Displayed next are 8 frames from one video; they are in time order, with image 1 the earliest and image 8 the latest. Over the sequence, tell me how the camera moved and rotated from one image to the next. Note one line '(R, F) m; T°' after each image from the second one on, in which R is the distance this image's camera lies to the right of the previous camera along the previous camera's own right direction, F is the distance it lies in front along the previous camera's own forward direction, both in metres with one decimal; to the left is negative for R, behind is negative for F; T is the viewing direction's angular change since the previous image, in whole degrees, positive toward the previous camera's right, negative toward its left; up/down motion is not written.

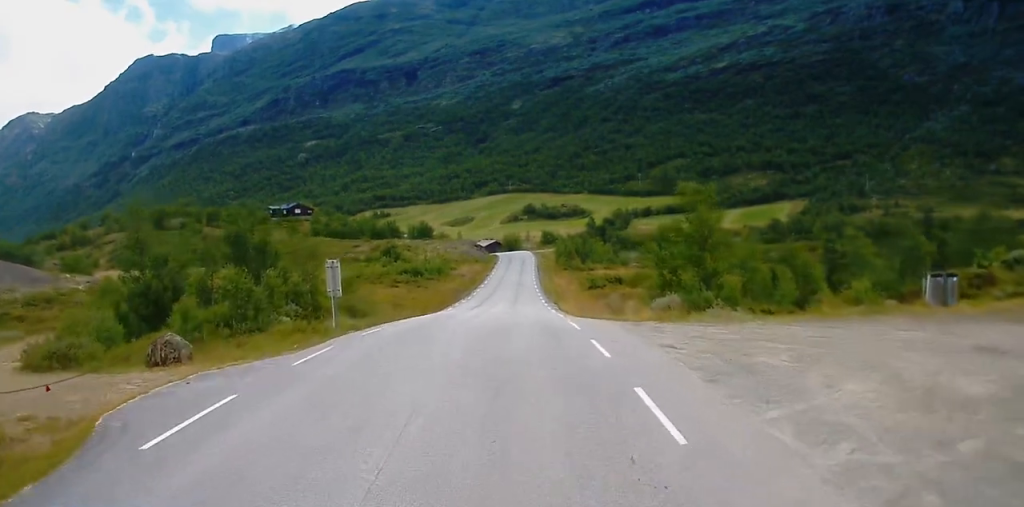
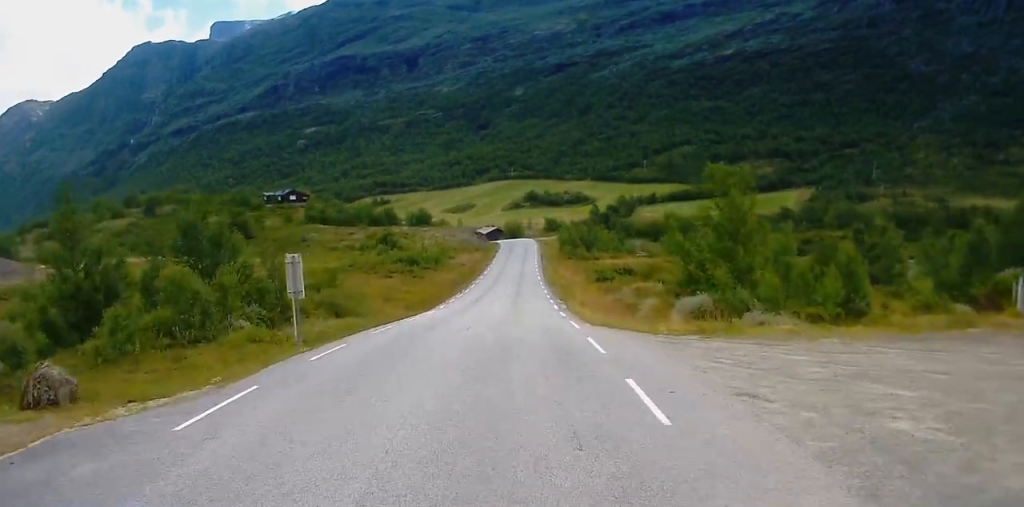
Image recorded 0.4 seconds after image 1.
(0.0, +5.3) m; -1°
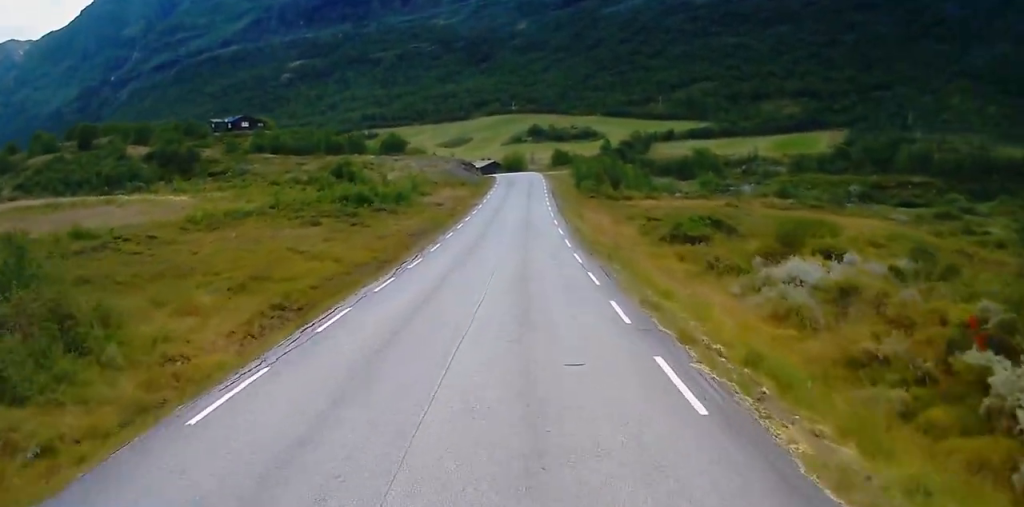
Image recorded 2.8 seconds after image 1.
(-0.3, +30.8) m; 0°
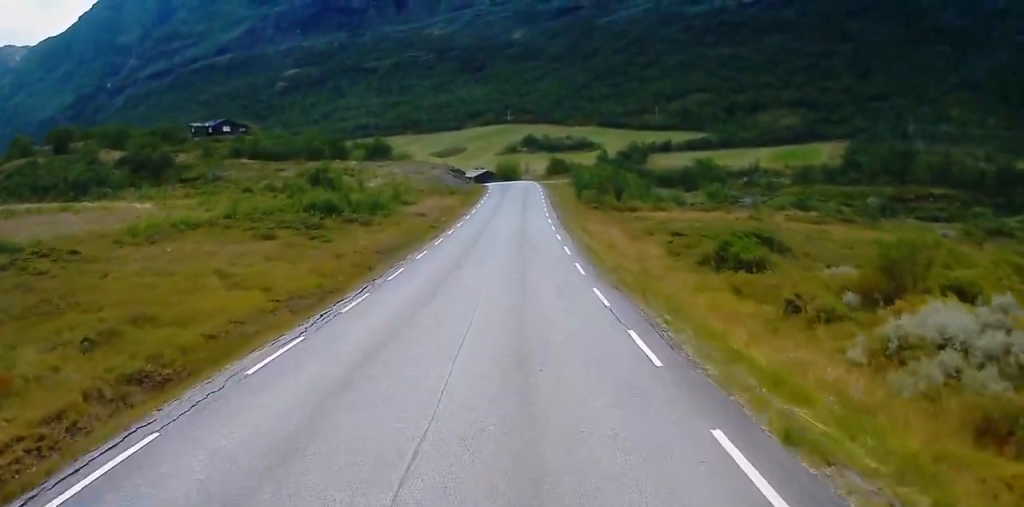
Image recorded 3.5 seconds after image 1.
(0.0, +9.6) m; +1°
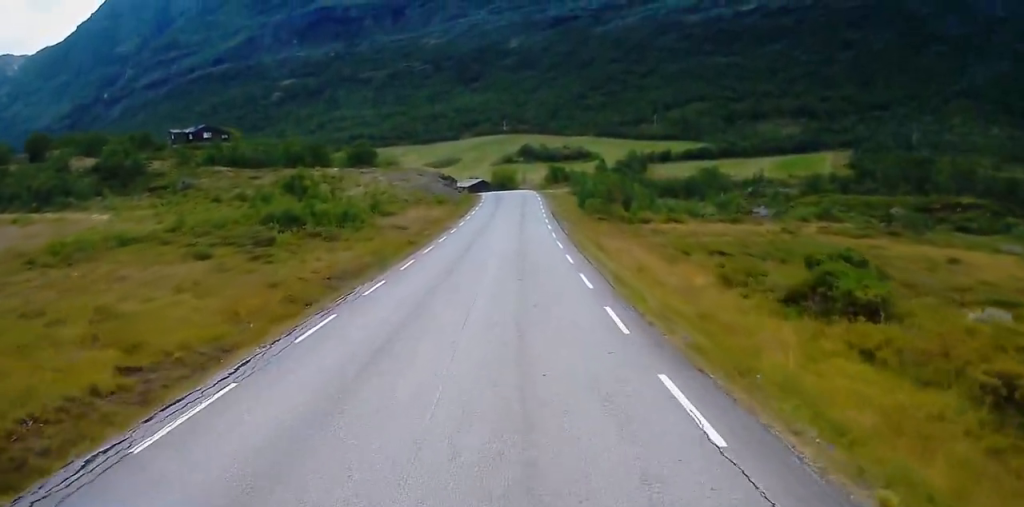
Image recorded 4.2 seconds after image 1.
(+0.3, +9.5) m; 0°
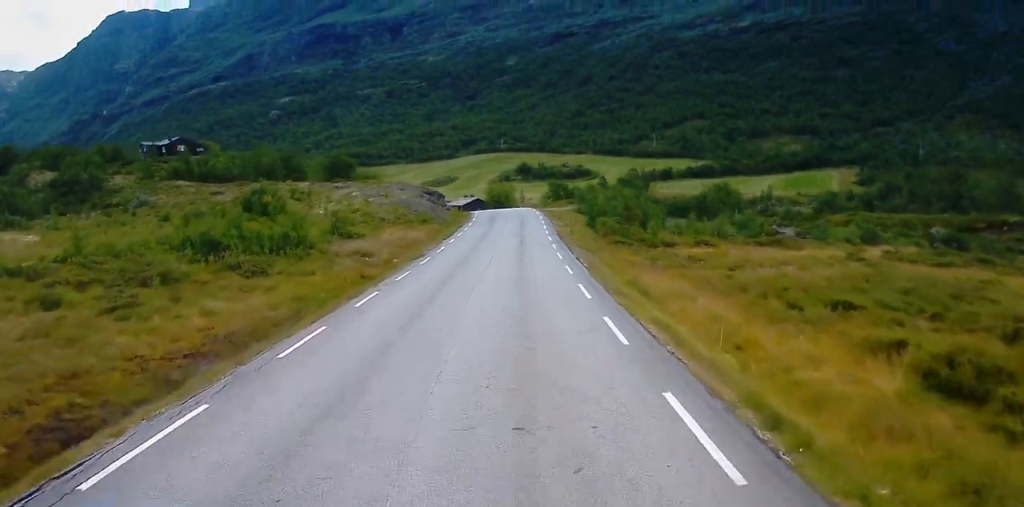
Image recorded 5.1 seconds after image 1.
(-0.4, +12.9) m; 0°
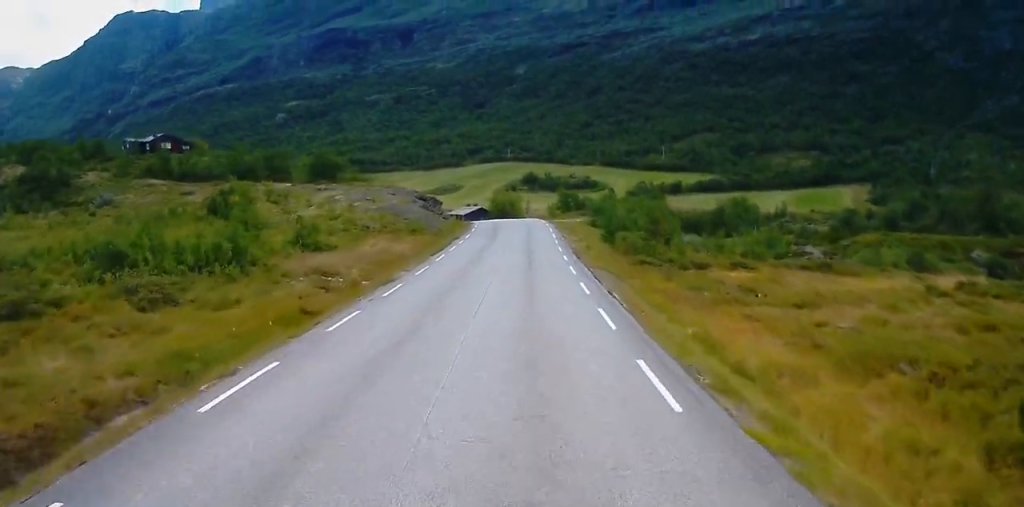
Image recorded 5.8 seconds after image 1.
(+0.2, +9.5) m; +1°
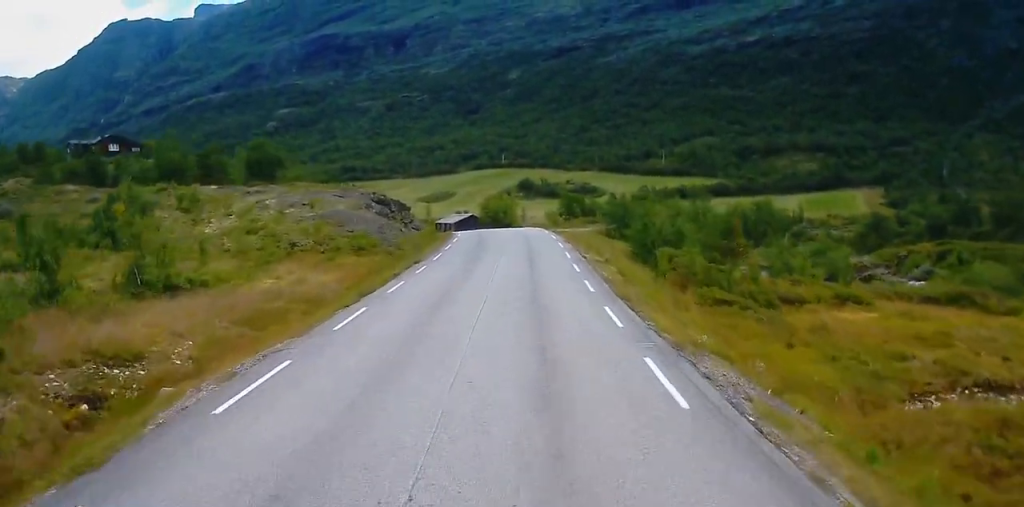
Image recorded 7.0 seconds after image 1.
(+0.3, +18.0) m; 0°
